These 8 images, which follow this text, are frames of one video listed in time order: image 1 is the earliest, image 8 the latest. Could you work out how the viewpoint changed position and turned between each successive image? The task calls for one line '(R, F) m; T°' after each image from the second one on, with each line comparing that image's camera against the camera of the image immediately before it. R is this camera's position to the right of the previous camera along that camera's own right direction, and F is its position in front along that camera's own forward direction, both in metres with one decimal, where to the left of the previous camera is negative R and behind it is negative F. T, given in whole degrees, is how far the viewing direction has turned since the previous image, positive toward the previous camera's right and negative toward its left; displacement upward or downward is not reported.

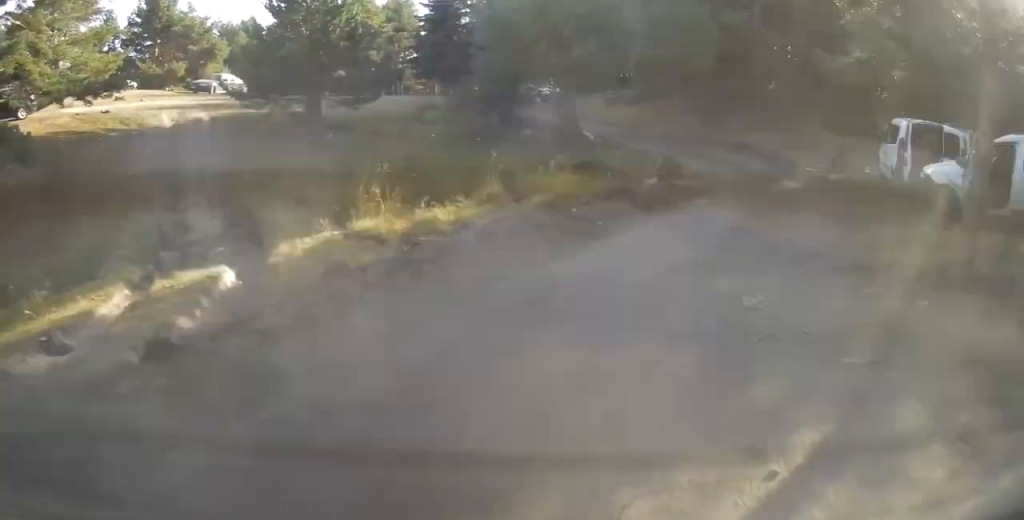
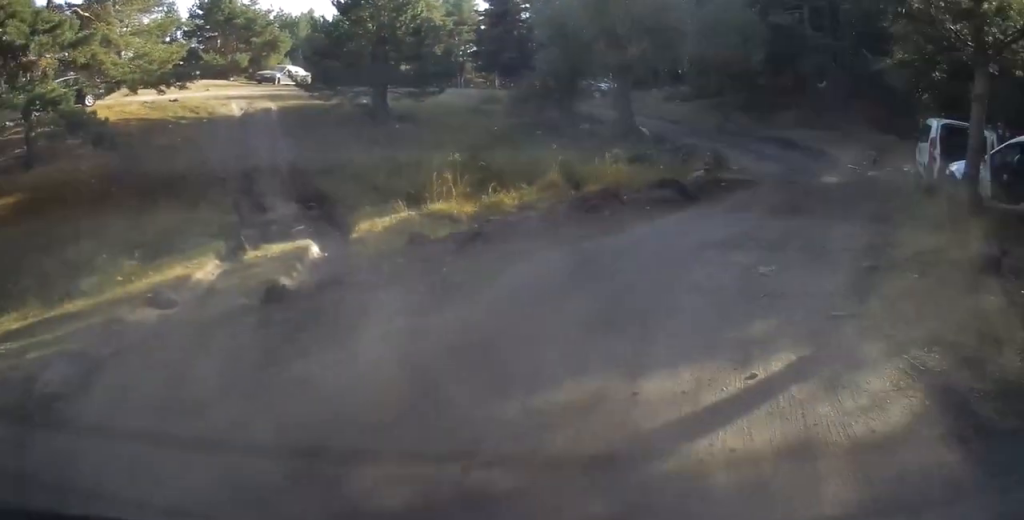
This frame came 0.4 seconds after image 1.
(0.0, +1.0) m; -5°
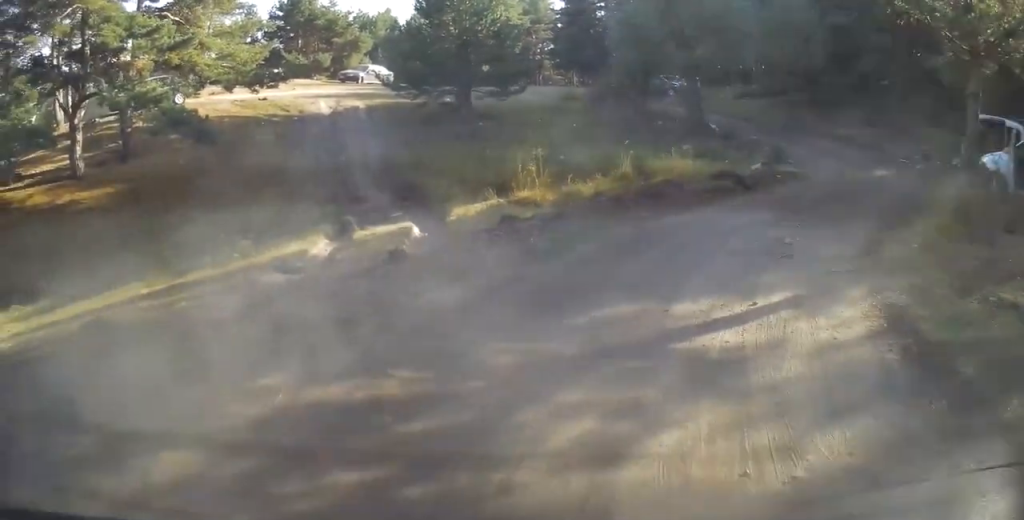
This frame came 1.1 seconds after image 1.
(-0.1, +1.5) m; -6°
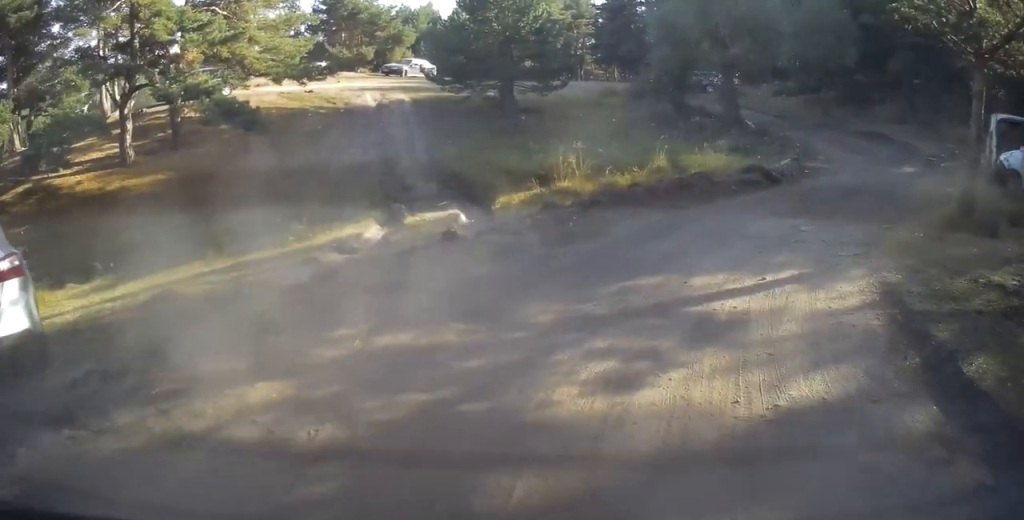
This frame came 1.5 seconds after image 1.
(0.0, +0.9) m; -4°
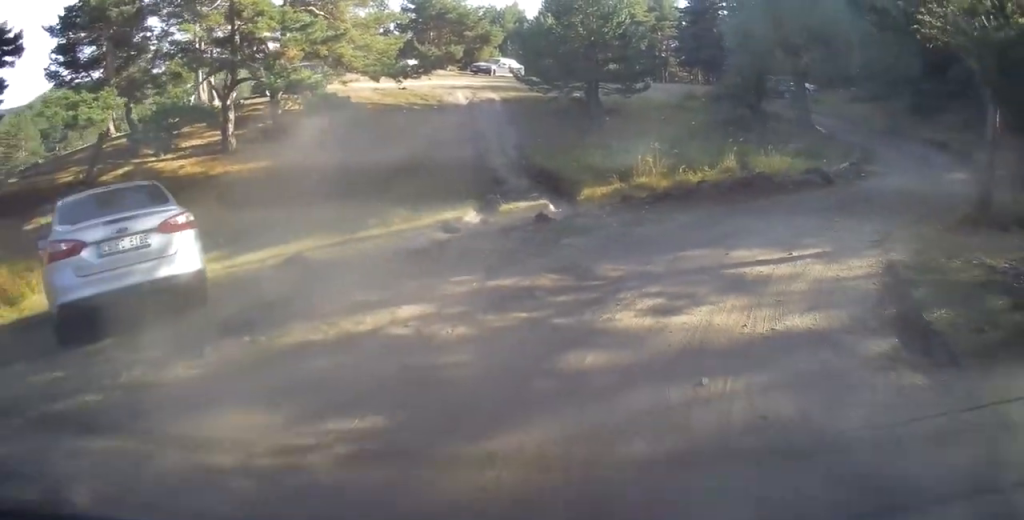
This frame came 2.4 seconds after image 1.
(-0.1, +1.7) m; -6°
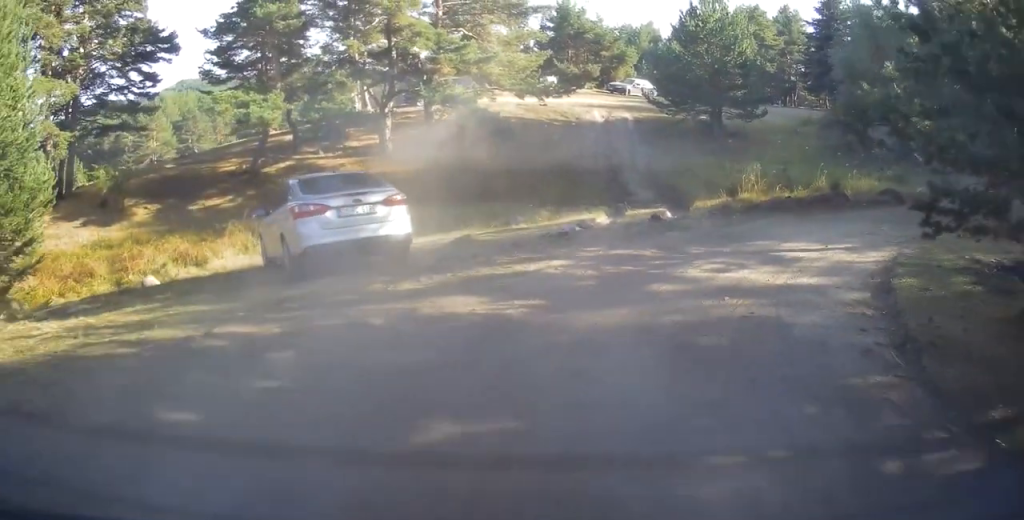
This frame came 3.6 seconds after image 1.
(-0.1, +2.6) m; -3°
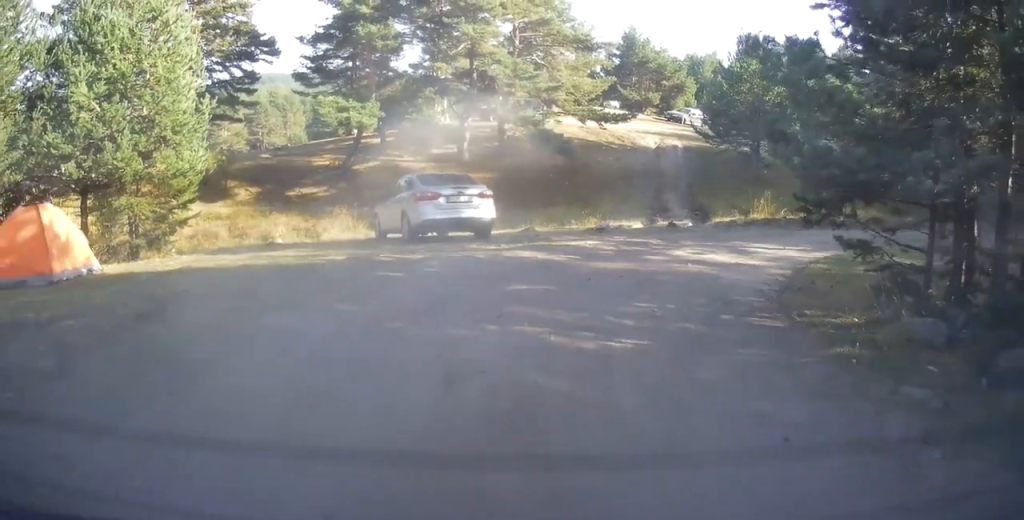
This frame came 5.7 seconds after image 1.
(-0.2, +4.4) m; -7°
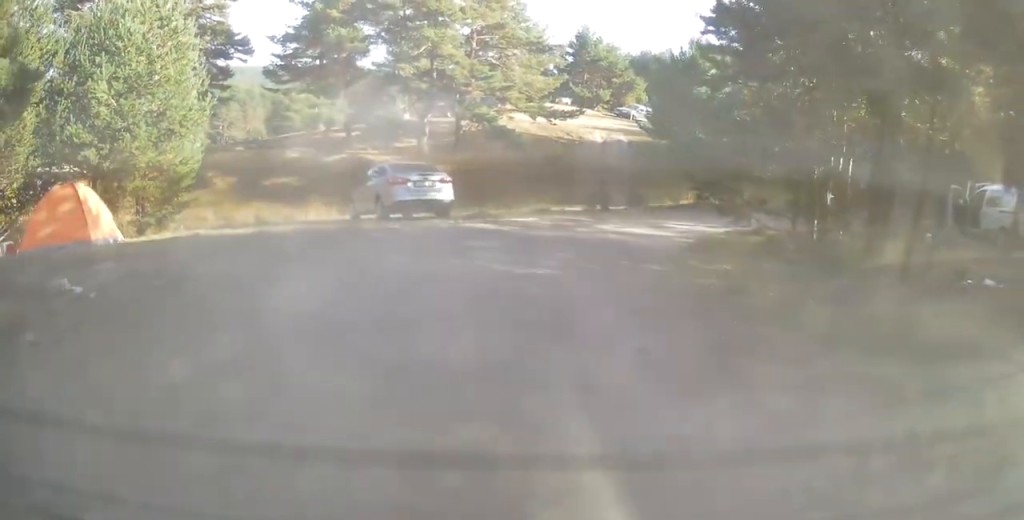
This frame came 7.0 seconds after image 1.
(-0.2, +2.4) m; -6°
